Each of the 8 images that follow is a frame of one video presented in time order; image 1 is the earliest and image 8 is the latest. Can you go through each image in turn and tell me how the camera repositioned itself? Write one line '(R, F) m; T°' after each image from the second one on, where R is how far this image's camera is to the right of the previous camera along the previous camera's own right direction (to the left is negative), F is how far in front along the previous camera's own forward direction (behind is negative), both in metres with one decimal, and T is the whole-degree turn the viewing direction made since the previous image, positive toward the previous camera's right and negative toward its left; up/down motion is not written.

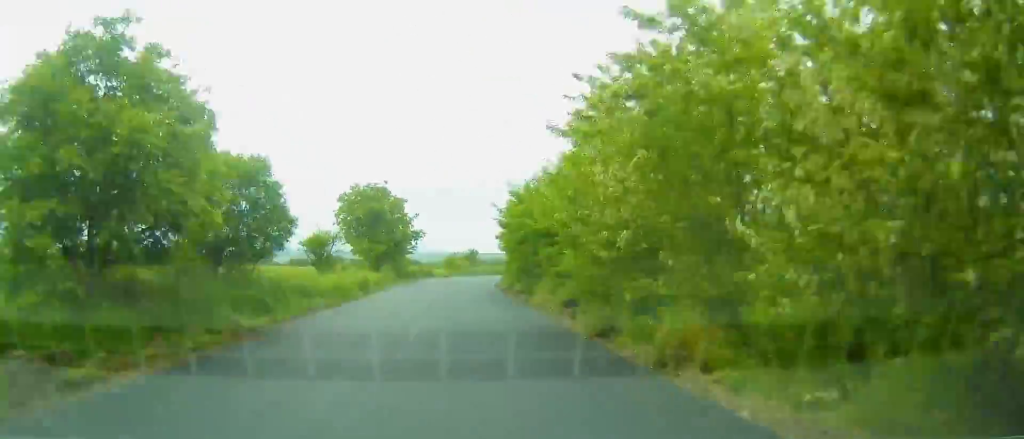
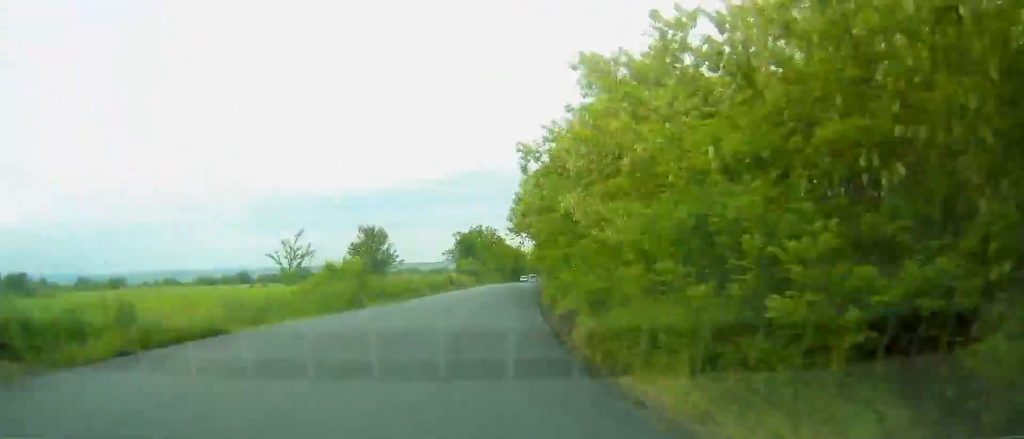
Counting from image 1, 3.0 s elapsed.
(-0.2, +60.6) m; +4°
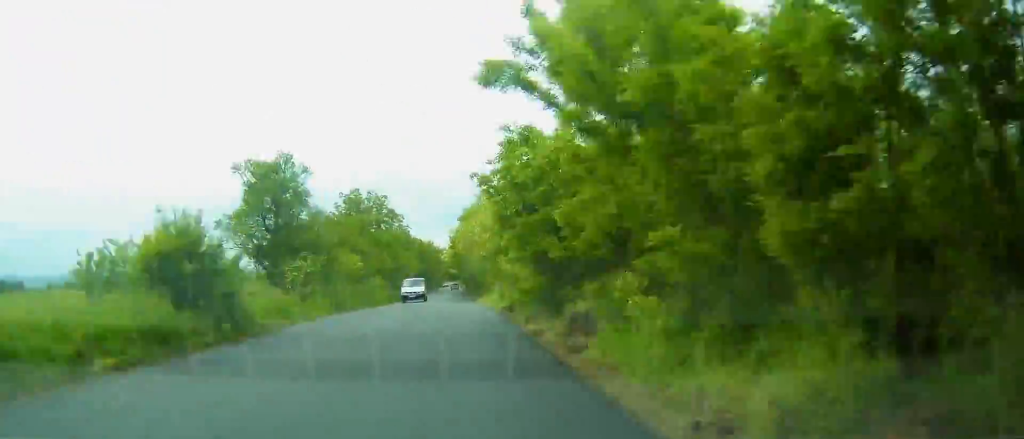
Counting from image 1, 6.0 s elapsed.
(+4.3, +60.8) m; +3°
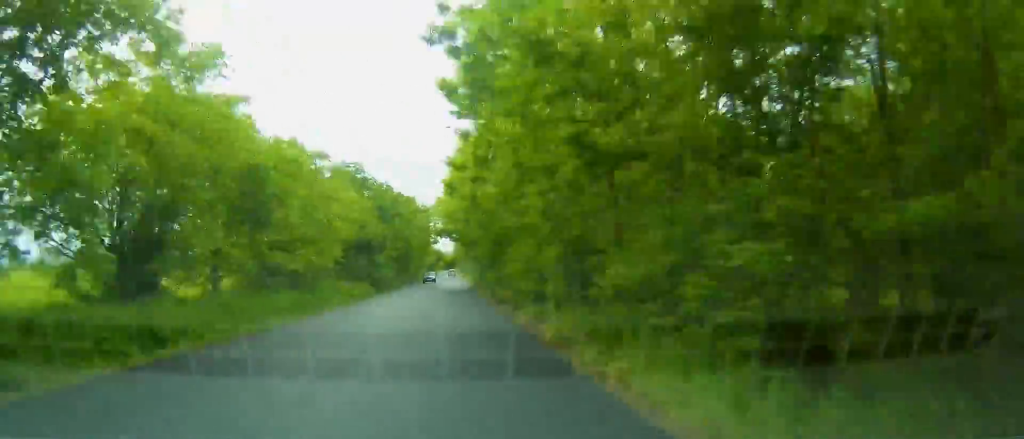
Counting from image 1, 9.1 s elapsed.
(+1.3, +62.3) m; +1°
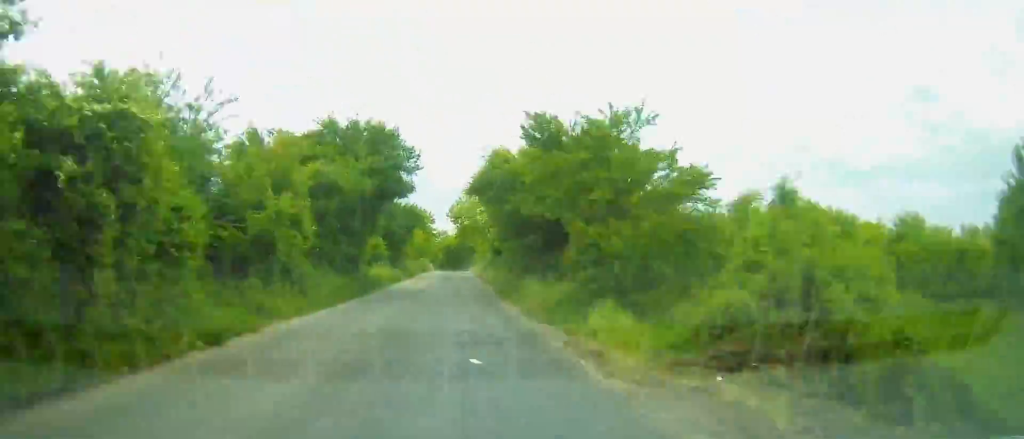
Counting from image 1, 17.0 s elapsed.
(-0.5, +157.0) m; -1°
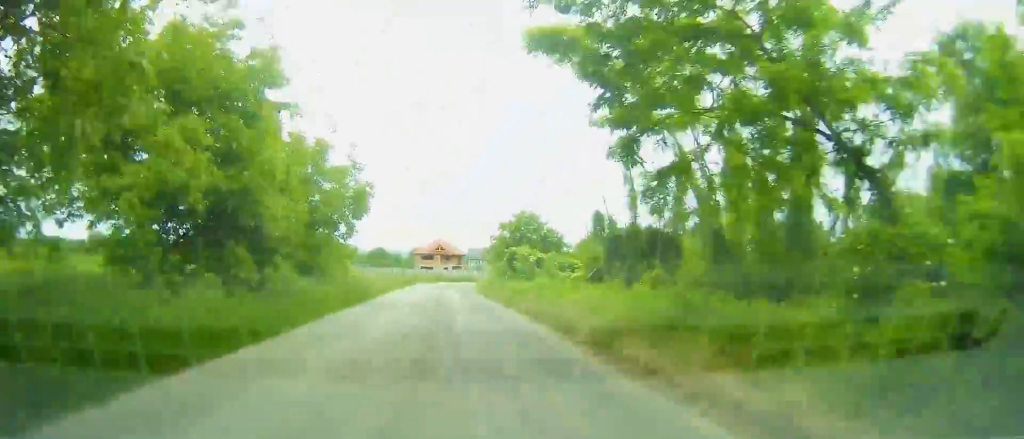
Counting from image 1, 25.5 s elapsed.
(-13.4, +151.1) m; -9°
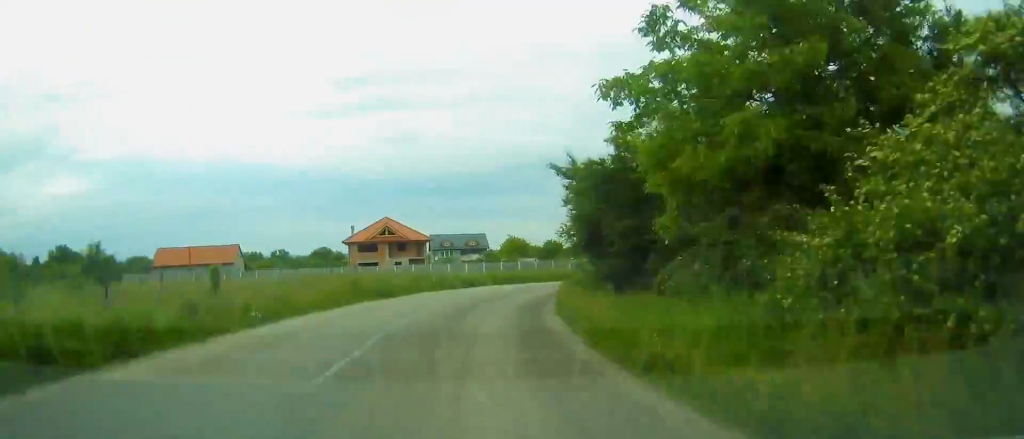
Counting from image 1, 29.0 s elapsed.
(+0.7, +59.2) m; +6°
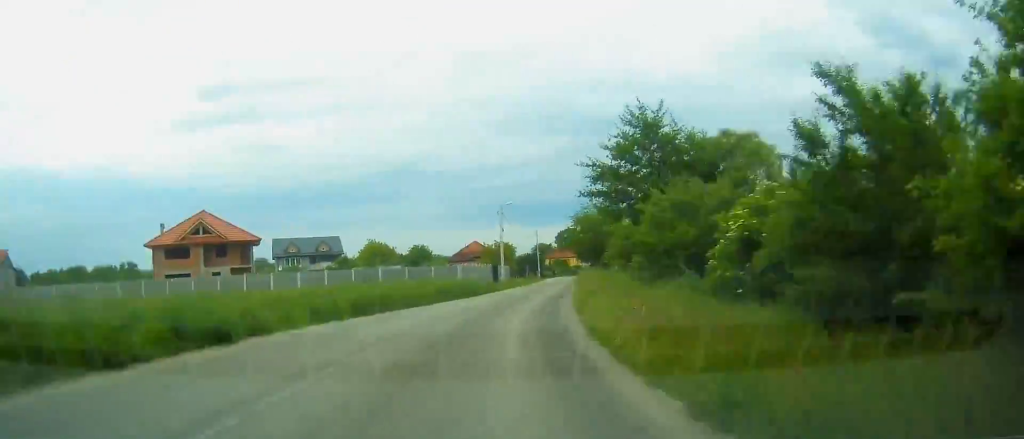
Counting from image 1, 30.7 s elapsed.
(+0.4, +28.8) m; +6°
